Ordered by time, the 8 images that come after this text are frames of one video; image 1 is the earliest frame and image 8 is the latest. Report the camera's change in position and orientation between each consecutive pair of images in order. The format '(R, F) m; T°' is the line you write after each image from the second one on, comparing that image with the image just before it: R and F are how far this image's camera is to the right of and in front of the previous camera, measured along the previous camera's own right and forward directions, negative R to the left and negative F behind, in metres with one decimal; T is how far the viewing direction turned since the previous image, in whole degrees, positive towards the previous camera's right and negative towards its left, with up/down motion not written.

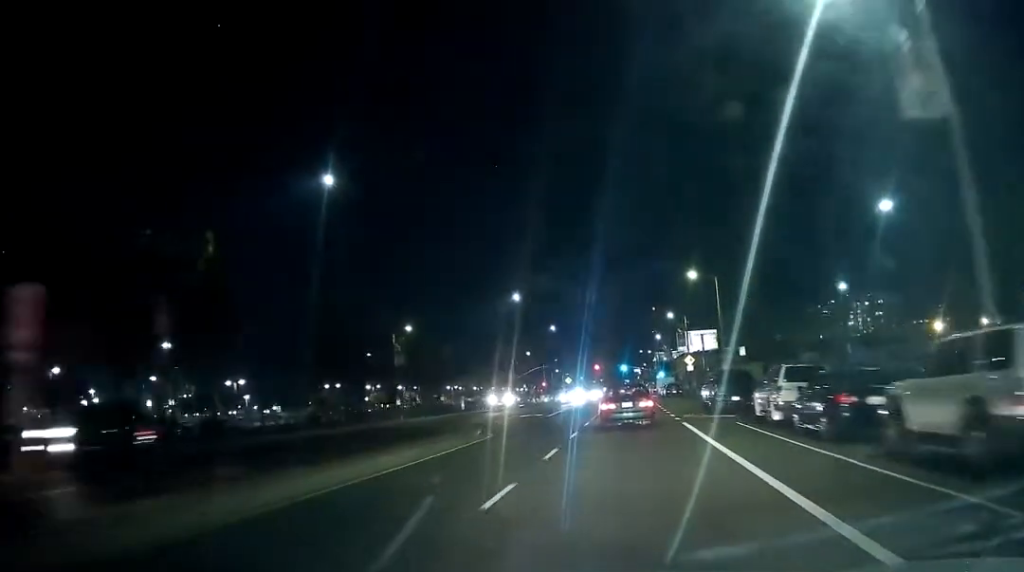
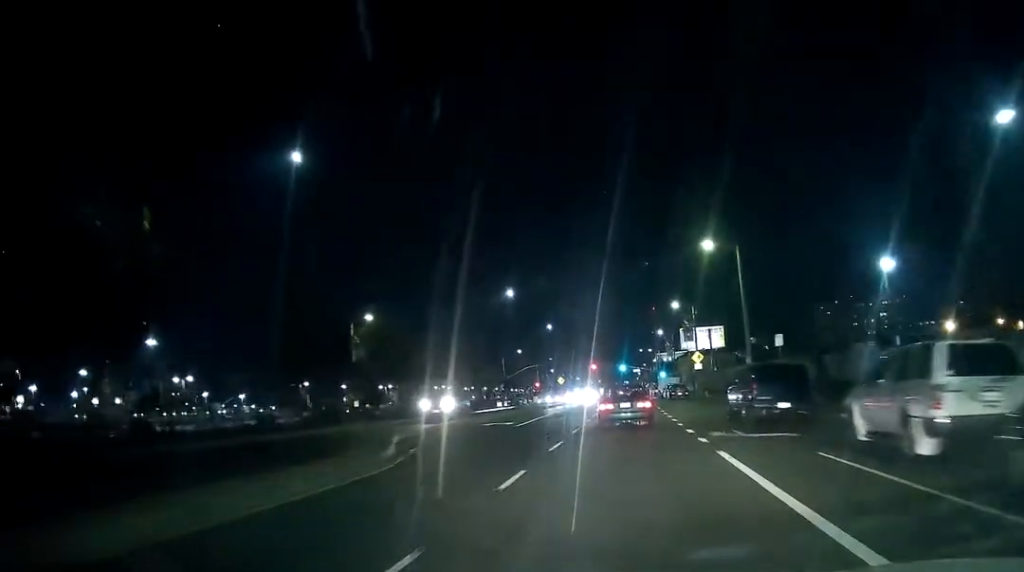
(-0.2, +10.9) m; -1°
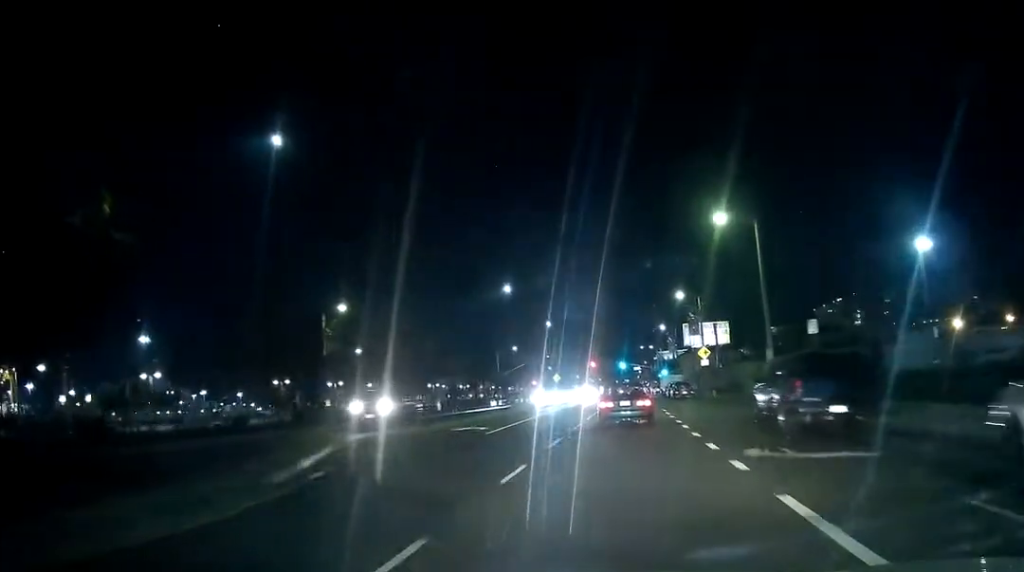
(0.0, +5.7) m; 0°
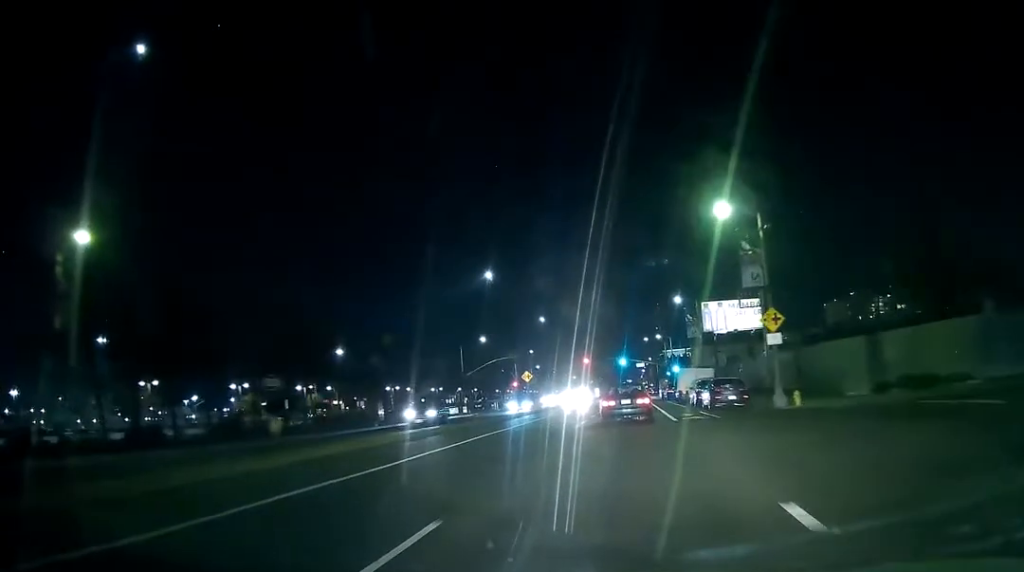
(+1.6, +30.5) m; +3°
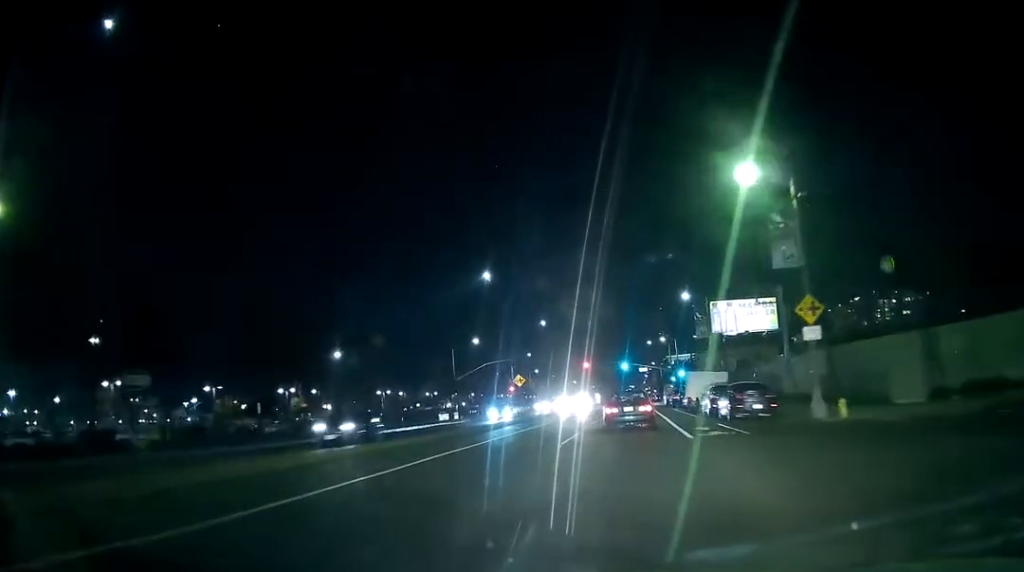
(-0.3, +6.3) m; -1°
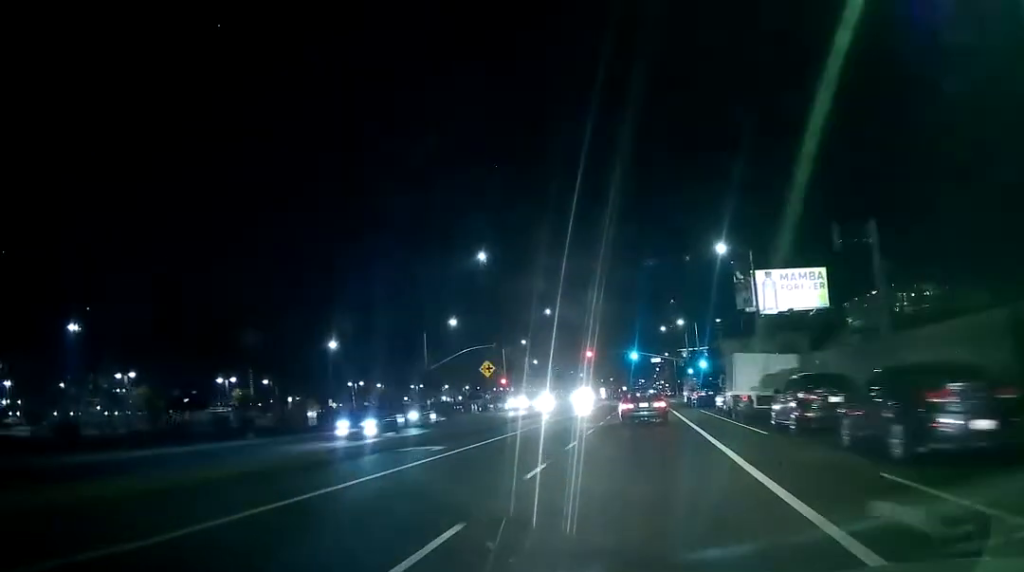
(-0.5, +18.1) m; -2°
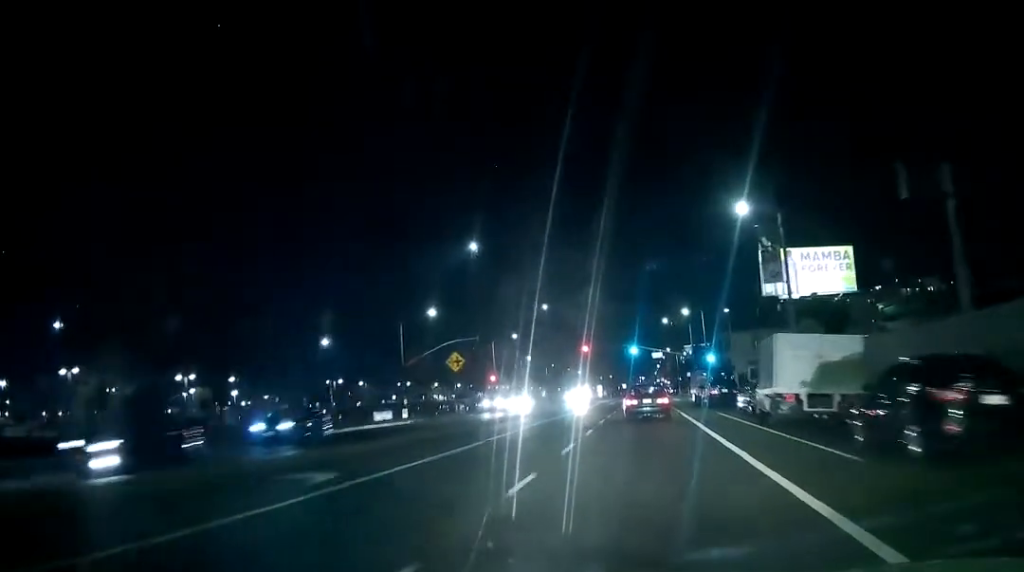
(0.0, +8.8) m; 0°
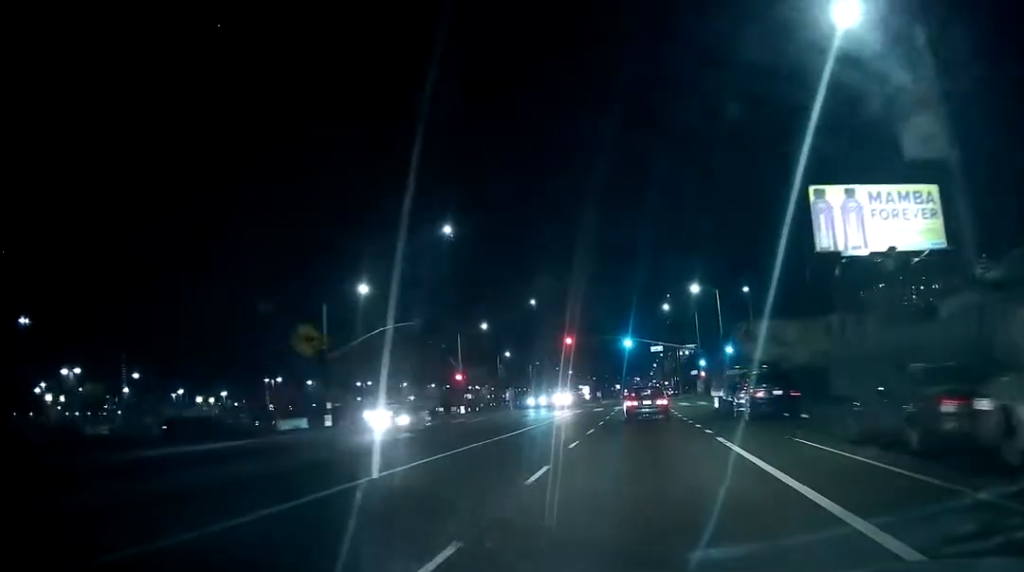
(0.0, +18.0) m; 0°
